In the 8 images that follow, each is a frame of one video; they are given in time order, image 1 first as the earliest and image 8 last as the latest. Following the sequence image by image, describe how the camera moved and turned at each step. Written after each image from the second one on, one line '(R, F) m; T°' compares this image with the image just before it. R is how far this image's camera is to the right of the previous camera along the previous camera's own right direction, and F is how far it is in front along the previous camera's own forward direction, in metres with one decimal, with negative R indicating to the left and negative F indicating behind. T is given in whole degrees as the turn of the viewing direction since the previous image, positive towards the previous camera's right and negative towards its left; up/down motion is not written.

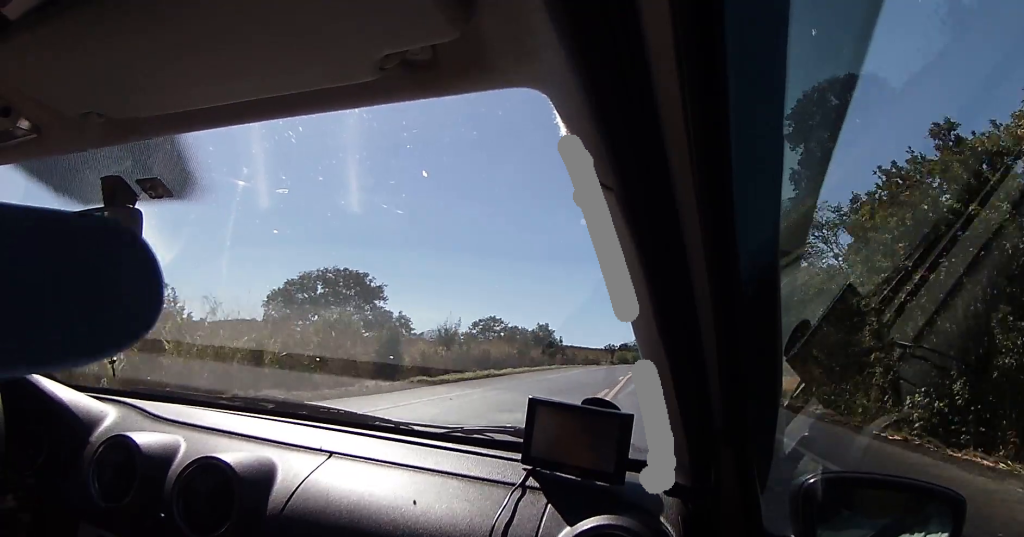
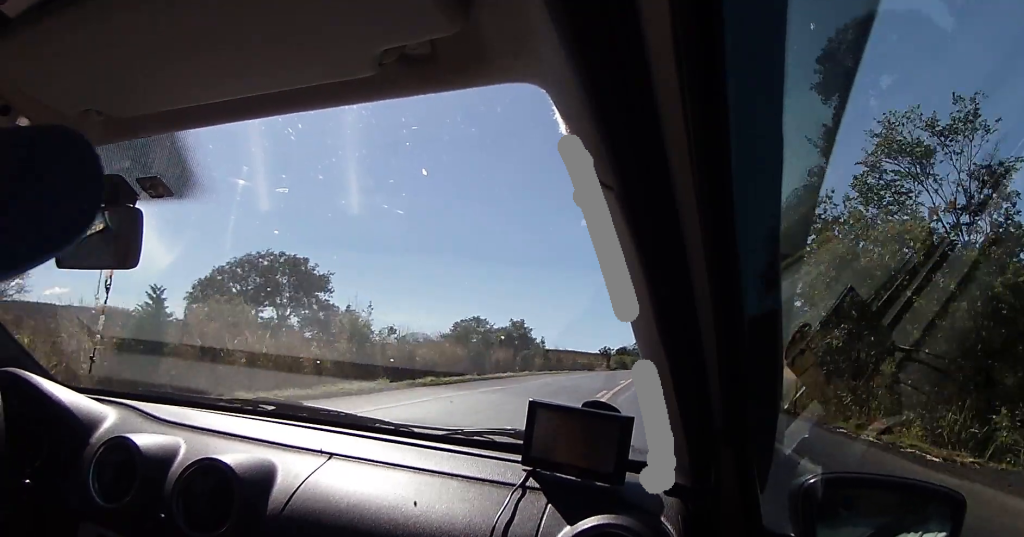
(0.0, +14.5) m; 0°
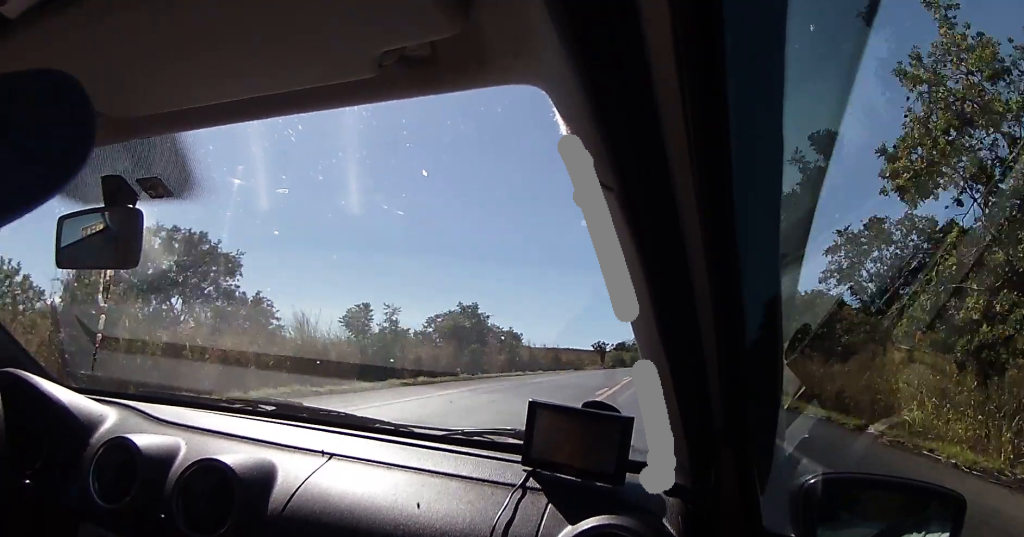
(-0.2, +16.5) m; 0°
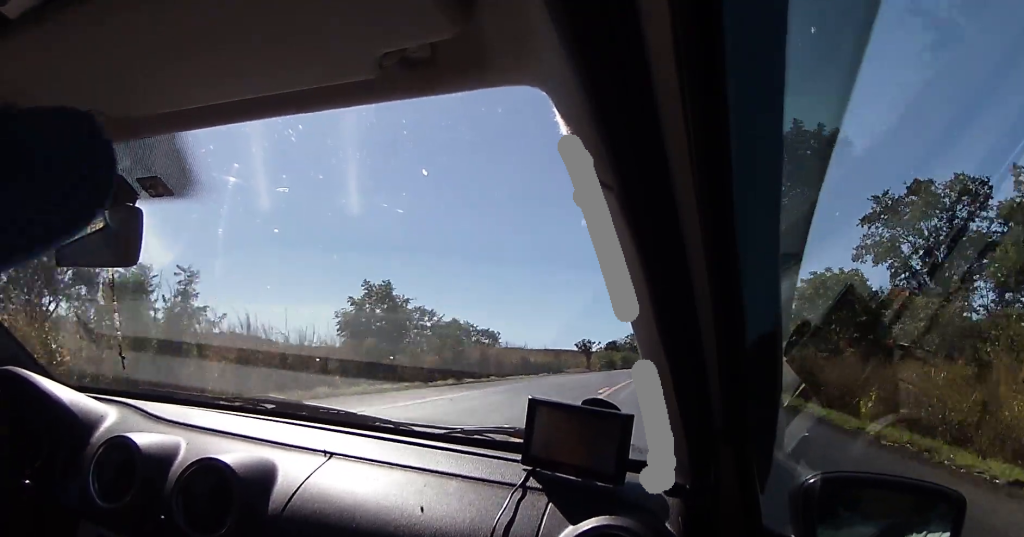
(0.0, +14.1) m; +1°
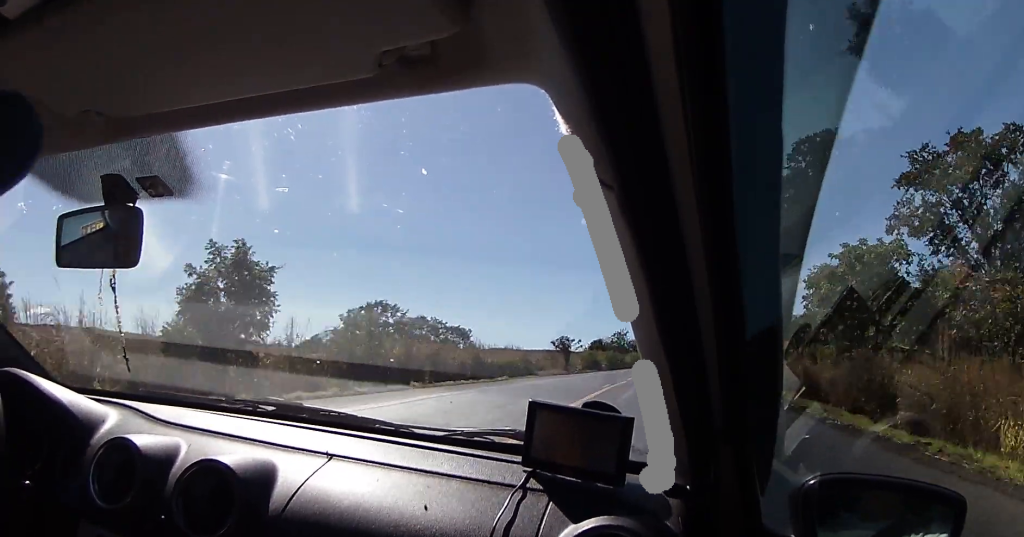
(+0.2, +11.0) m; +1°
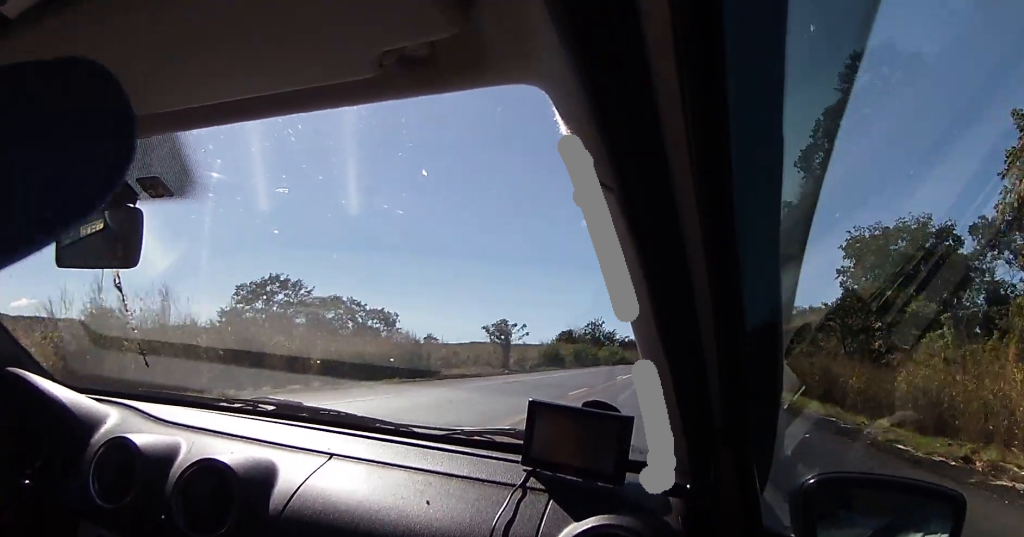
(+0.4, +22.5) m; 0°
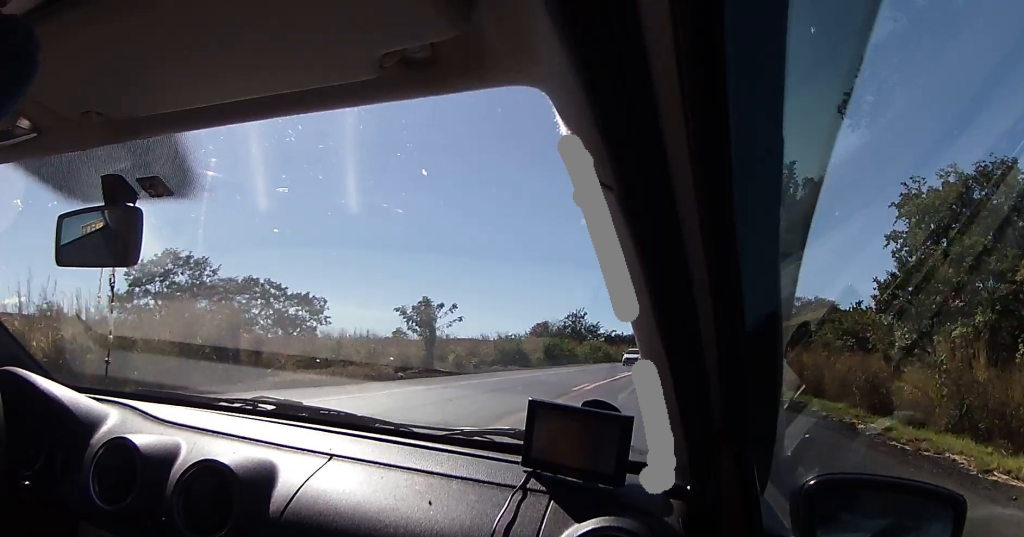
(-0.1, +15.9) m; 0°
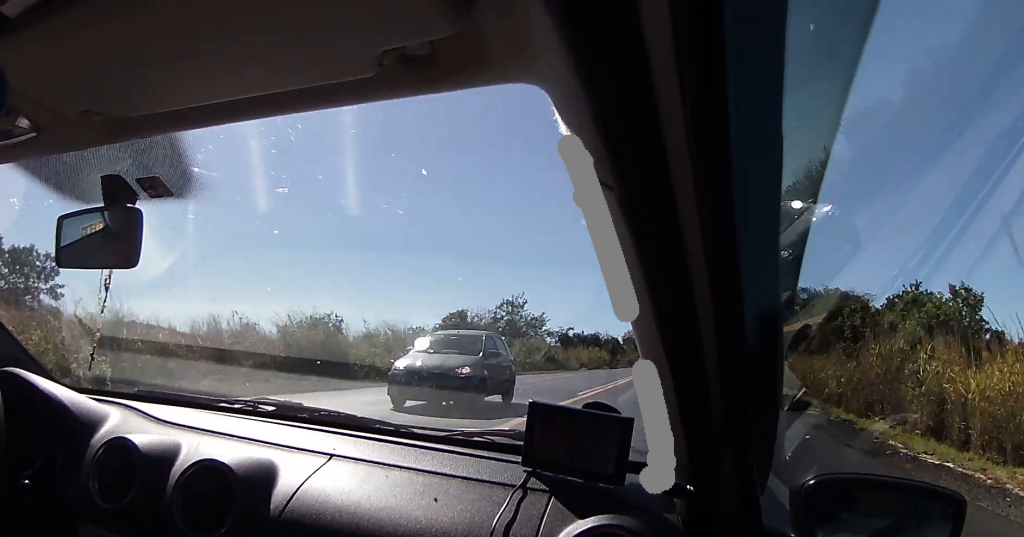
(+1.0, +31.0) m; +4°
